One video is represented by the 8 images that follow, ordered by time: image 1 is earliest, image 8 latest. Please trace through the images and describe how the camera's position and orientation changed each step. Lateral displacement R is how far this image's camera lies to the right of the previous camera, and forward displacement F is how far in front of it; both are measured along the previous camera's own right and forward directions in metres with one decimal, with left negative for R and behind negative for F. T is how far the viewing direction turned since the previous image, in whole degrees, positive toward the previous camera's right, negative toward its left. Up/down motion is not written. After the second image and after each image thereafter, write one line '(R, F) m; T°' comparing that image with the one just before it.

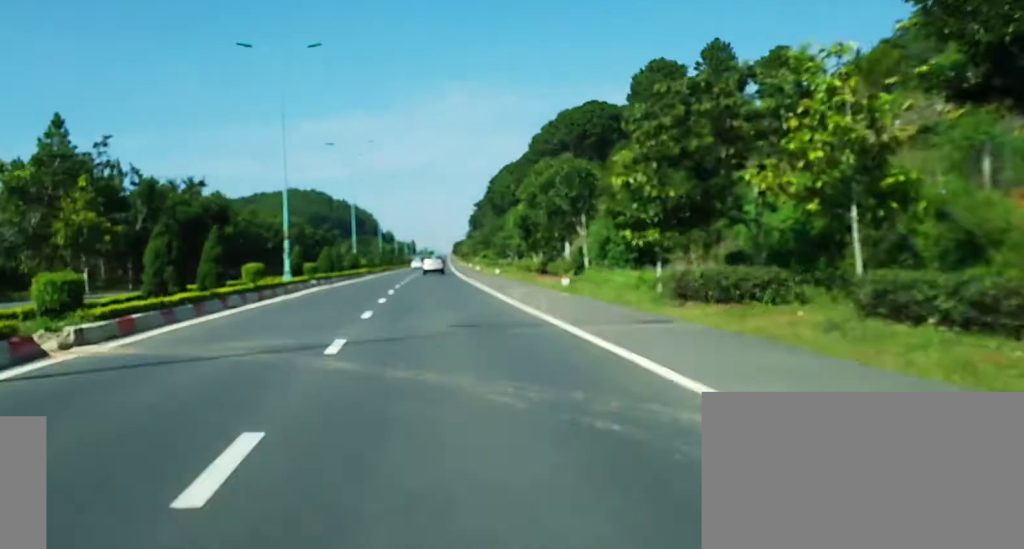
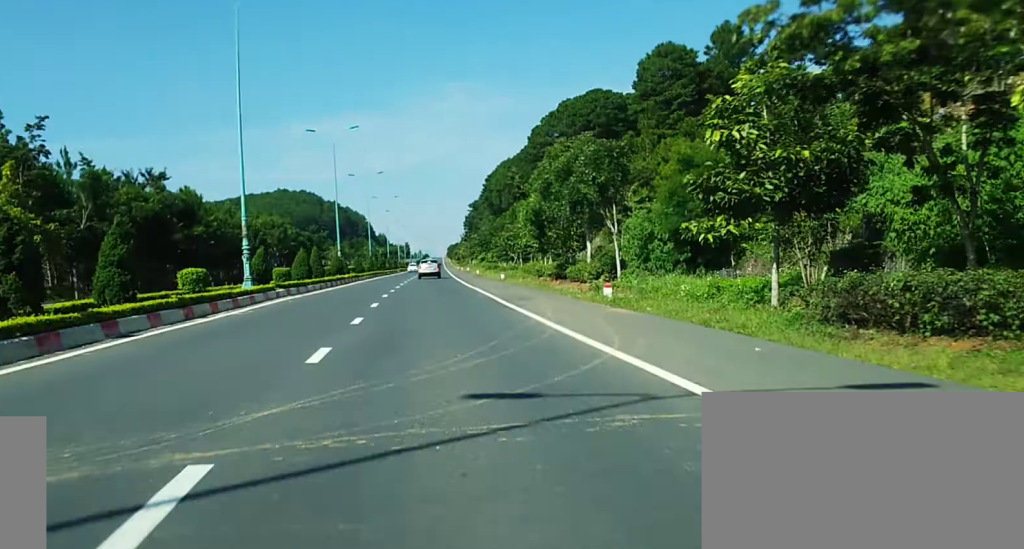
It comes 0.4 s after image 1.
(+0.1, +9.3) m; 0°
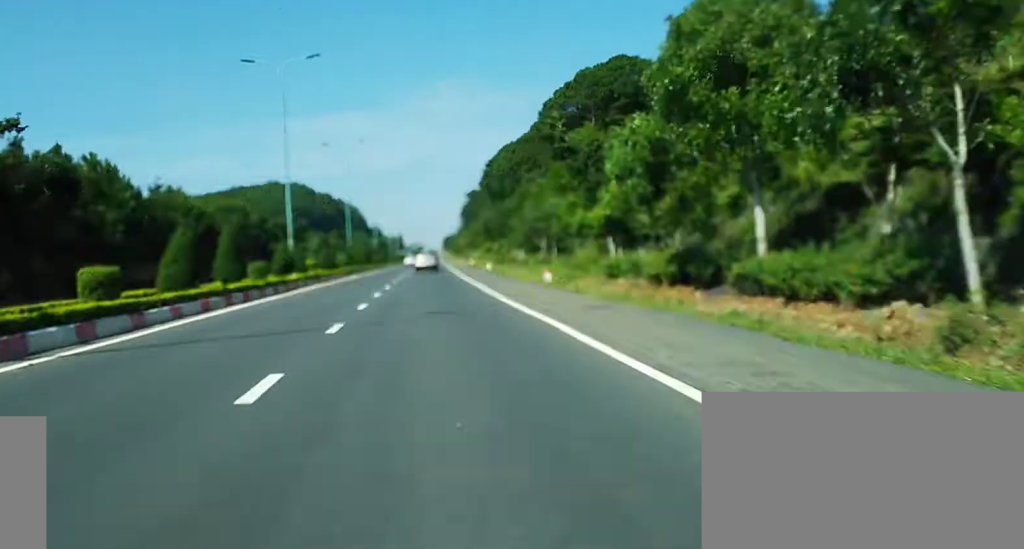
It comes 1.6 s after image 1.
(+0.3, +27.9) m; +1°
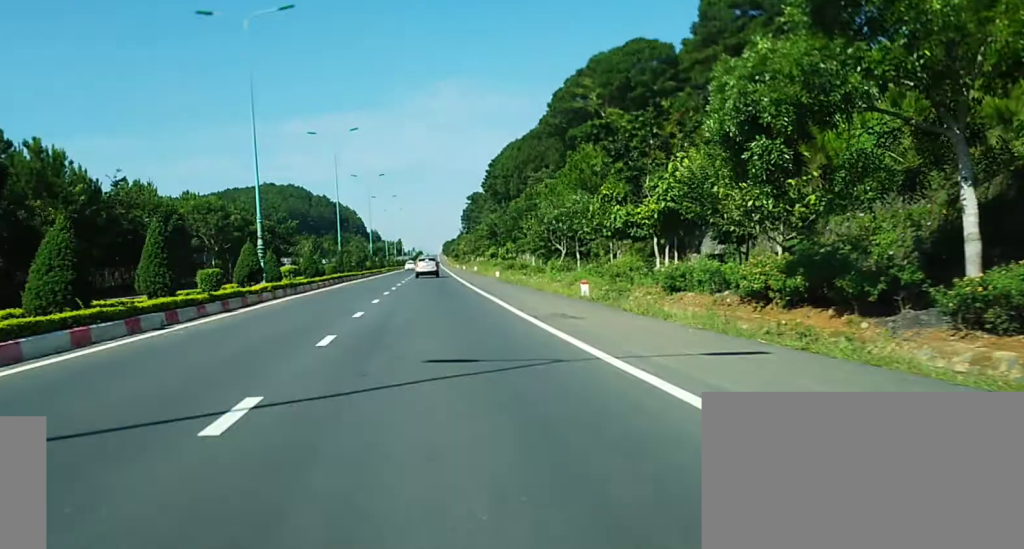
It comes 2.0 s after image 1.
(0.0, +9.3) m; 0°
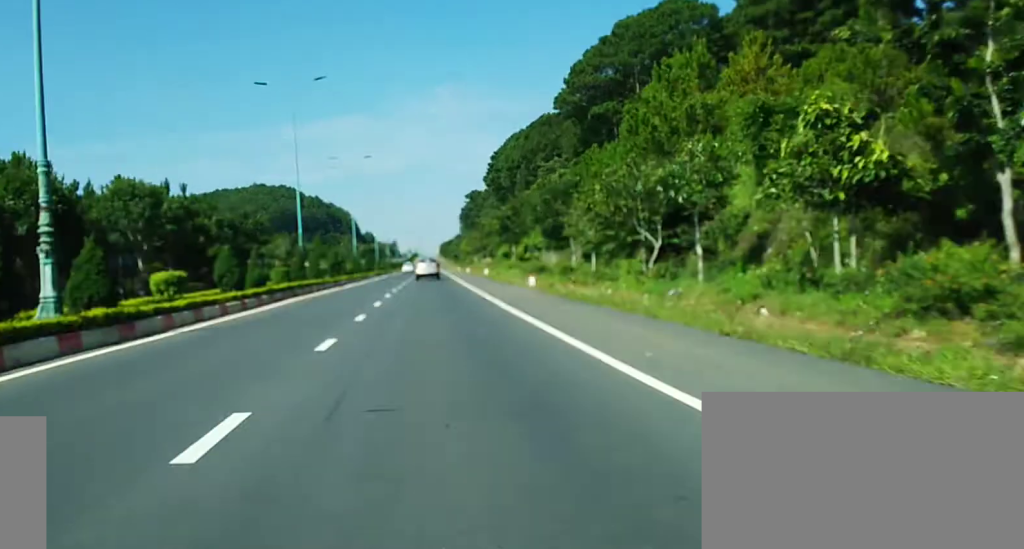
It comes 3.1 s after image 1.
(0.0, +24.9) m; 0°
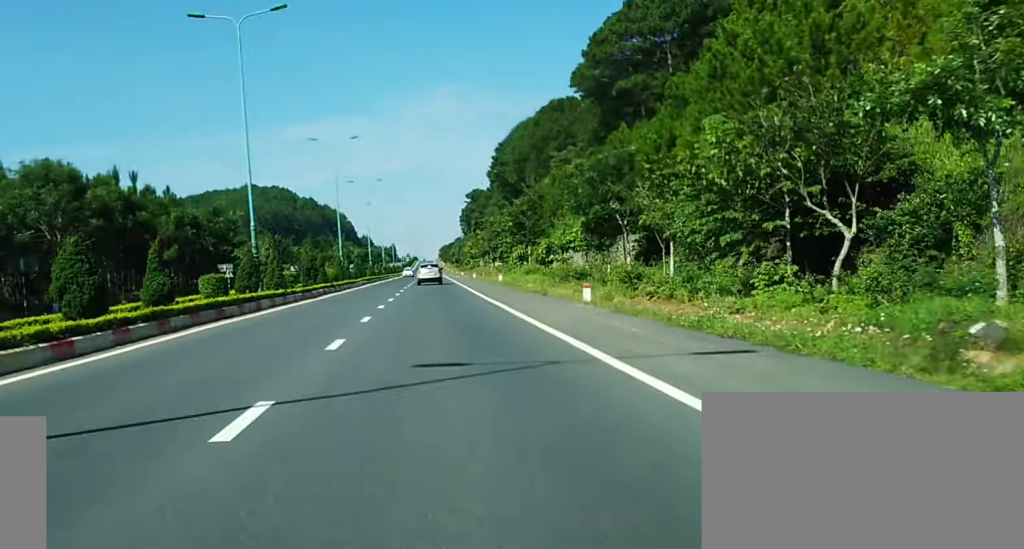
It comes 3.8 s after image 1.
(0.0, +15.6) m; 0°
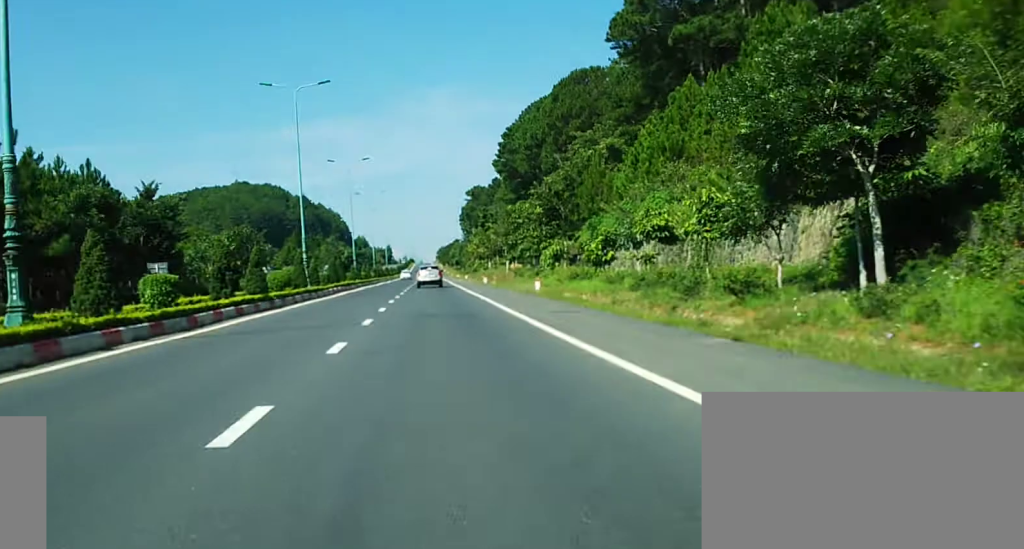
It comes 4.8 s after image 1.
(-0.1, +25.0) m; 0°
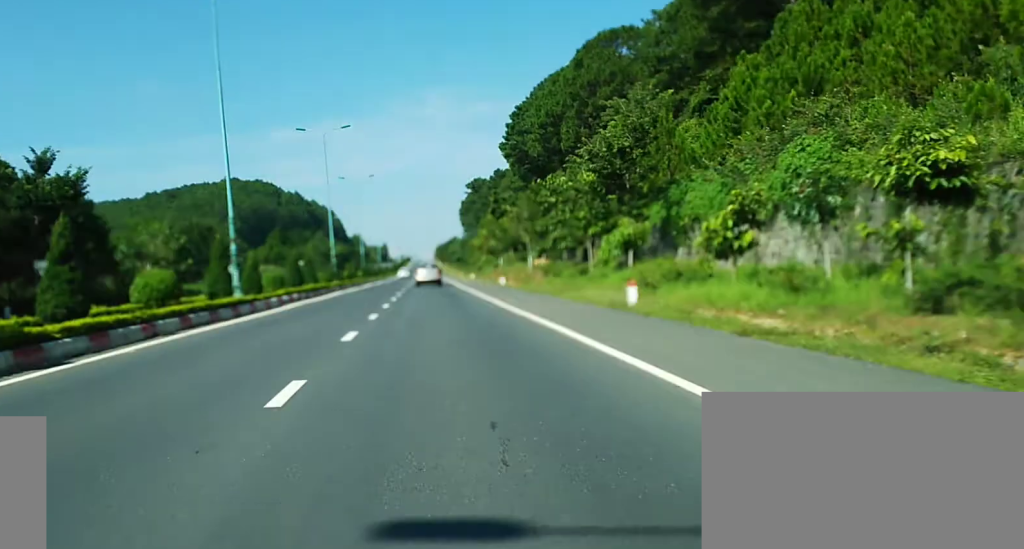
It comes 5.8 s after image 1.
(0.0, +22.0) m; +1°
